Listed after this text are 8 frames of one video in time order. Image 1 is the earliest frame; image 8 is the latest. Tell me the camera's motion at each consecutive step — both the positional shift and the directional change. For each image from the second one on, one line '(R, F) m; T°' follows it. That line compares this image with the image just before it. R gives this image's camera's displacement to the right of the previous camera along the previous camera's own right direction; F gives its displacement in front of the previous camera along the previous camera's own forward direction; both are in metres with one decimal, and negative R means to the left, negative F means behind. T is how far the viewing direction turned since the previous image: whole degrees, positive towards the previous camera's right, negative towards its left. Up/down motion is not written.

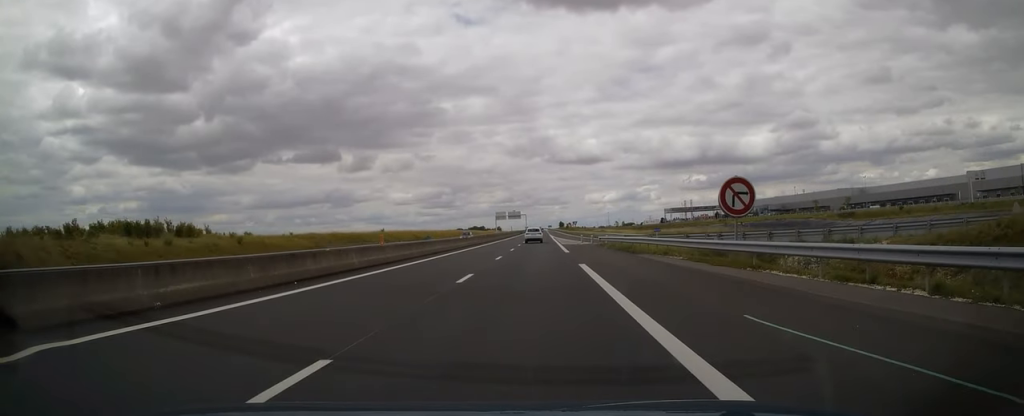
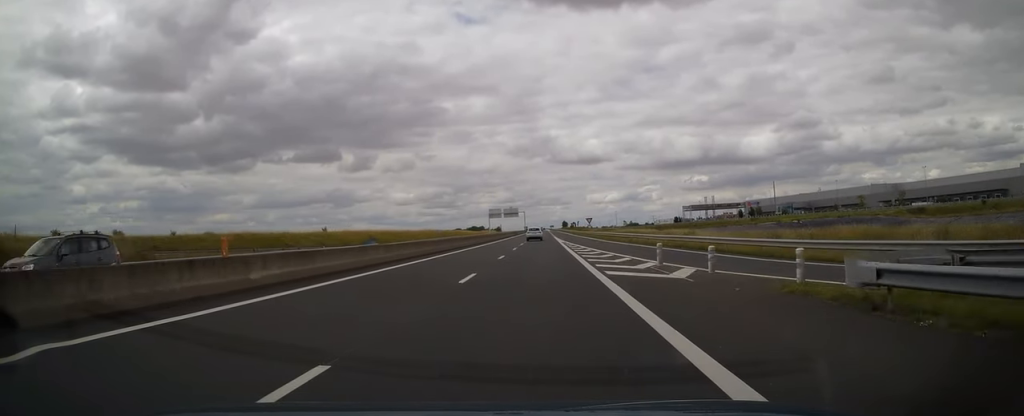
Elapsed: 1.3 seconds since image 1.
(+0.1, +38.9) m; 0°
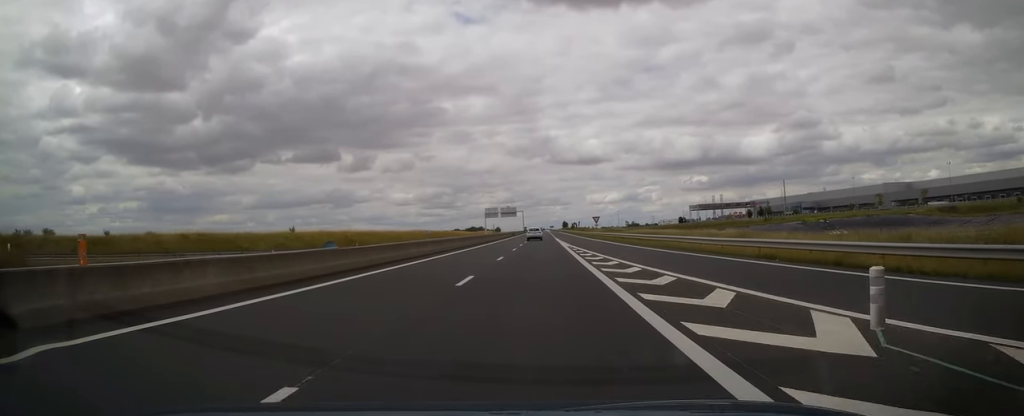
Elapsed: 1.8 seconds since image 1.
(0.0, +13.6) m; 0°
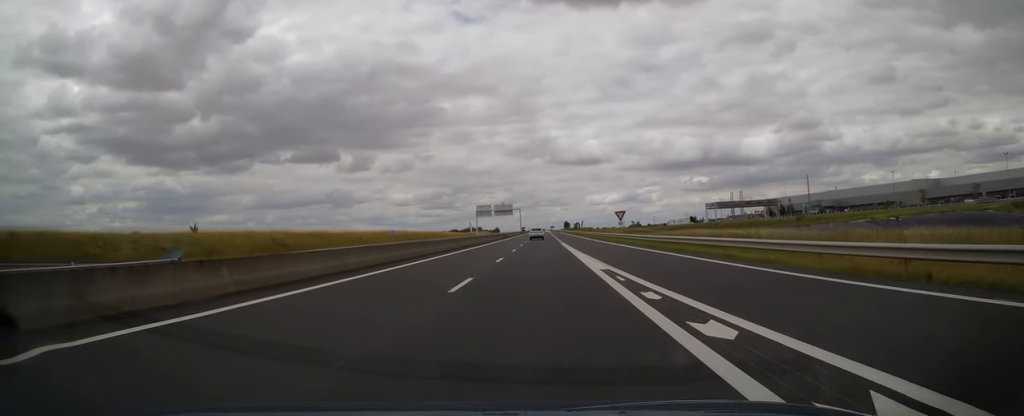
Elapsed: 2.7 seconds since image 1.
(0.0, +27.2) m; -1°
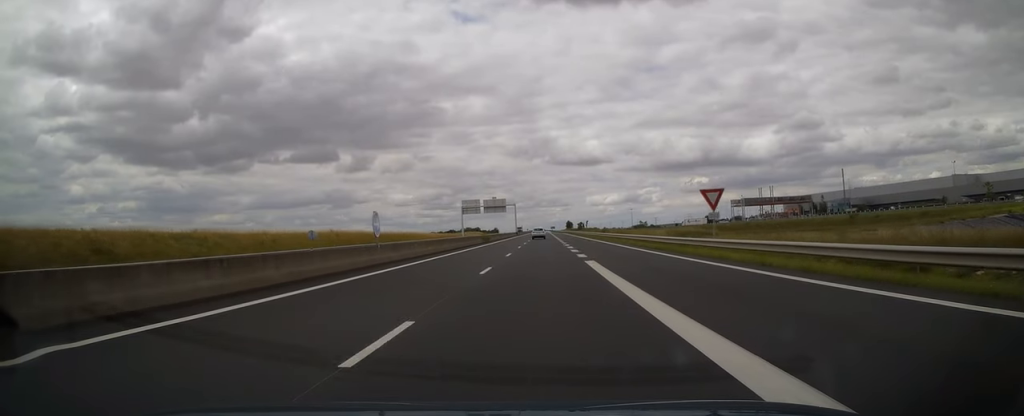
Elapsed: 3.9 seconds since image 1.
(-0.3, +33.1) m; 0°
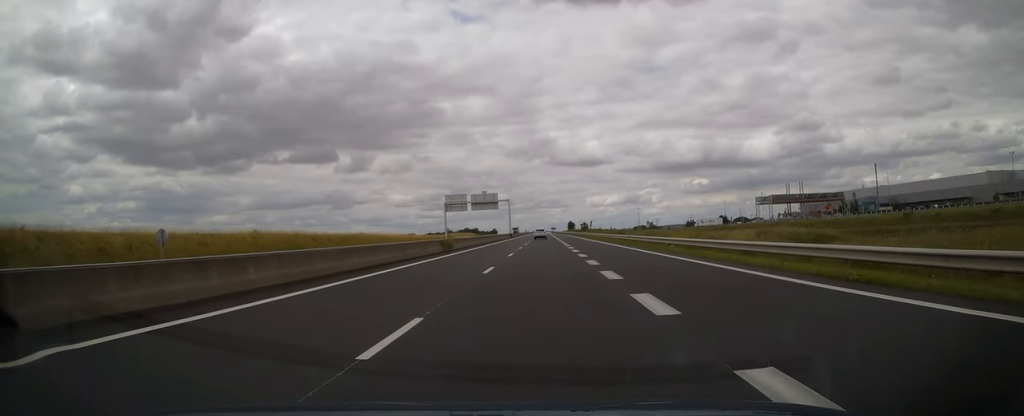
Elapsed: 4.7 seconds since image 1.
(+0.3, +25.3) m; +1°
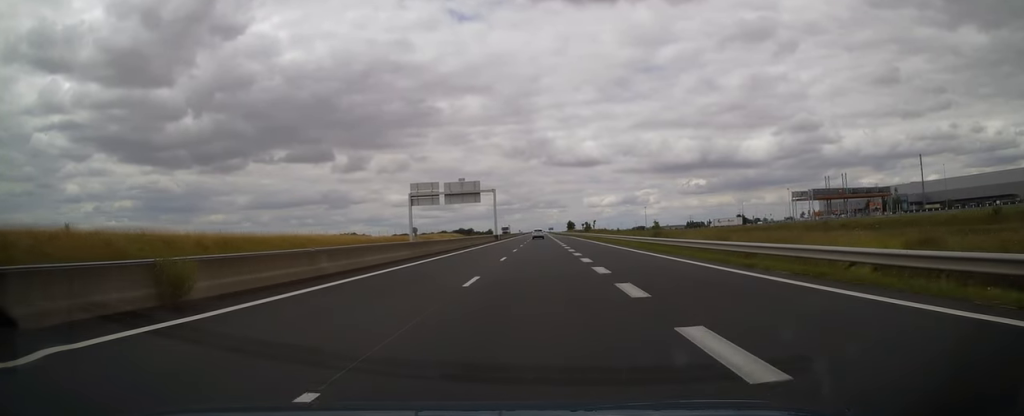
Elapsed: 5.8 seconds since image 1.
(0.0, +30.2) m; 0°
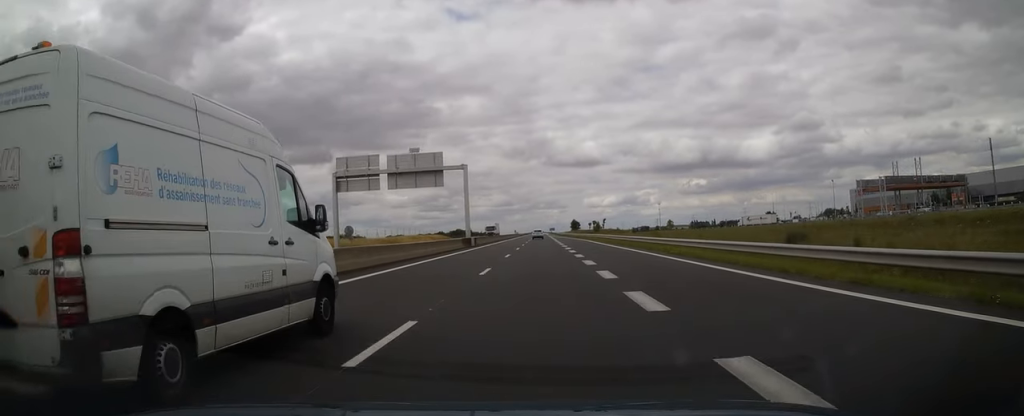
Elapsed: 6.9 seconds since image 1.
(0.0, +34.5) m; 0°
